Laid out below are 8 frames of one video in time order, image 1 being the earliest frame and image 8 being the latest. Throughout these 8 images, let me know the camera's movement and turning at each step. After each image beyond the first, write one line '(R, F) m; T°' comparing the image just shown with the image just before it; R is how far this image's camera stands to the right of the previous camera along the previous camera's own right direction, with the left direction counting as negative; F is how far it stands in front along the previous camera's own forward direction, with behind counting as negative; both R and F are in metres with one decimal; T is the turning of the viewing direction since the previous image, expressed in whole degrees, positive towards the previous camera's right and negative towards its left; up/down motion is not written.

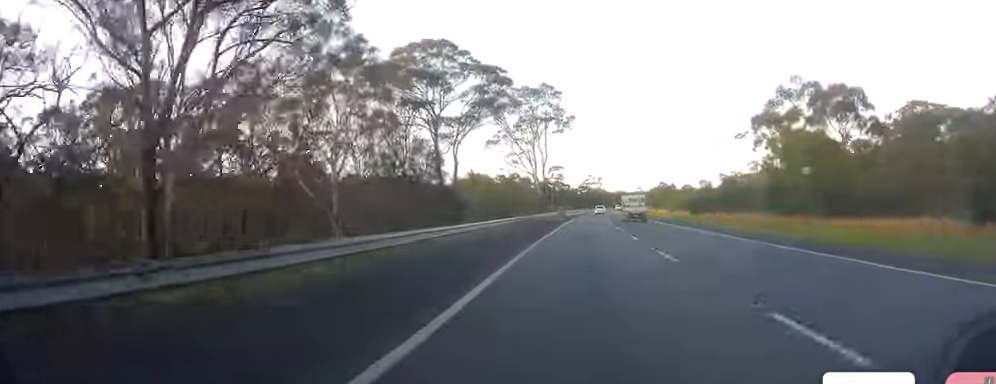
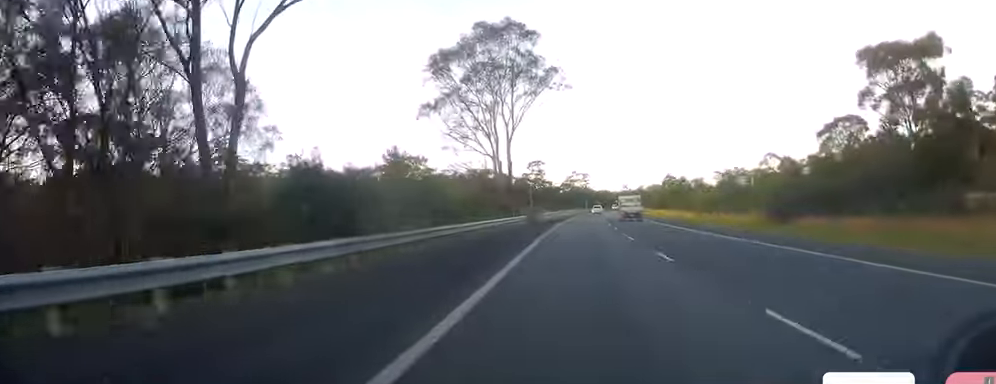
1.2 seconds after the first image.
(+0.5, +35.6) m; +2°
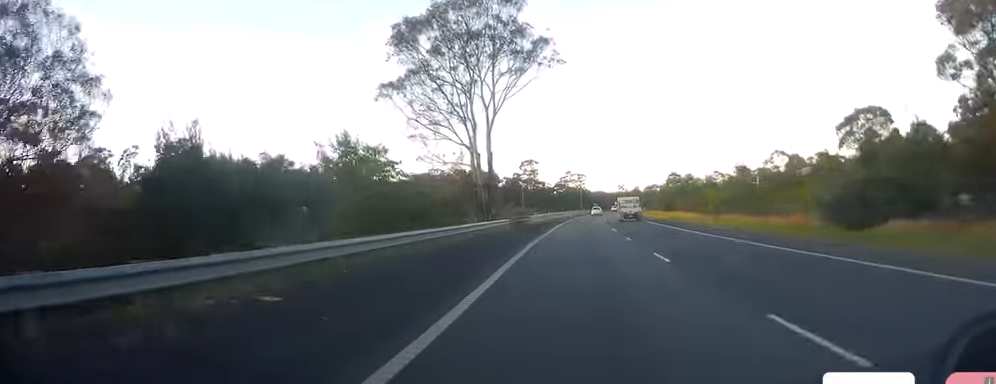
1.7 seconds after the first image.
(+0.1, +12.5) m; +1°
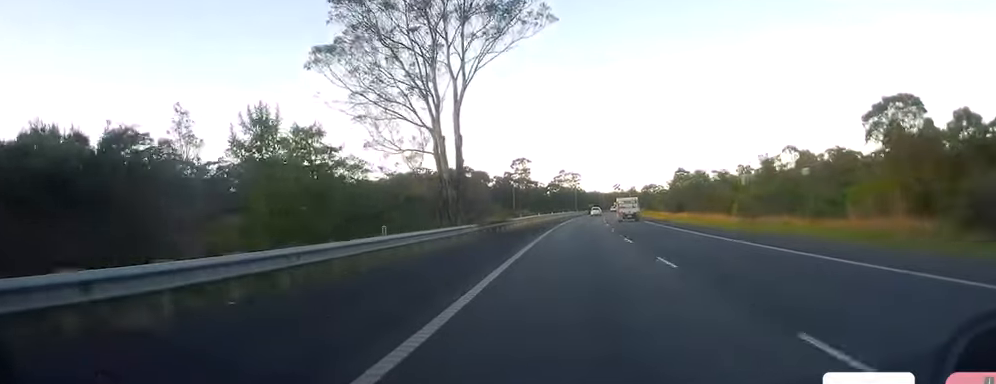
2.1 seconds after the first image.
(0.0, +13.5) m; +1°
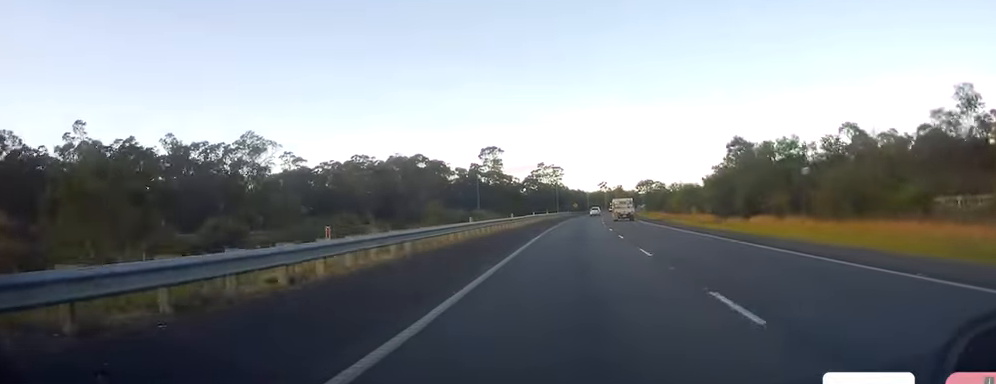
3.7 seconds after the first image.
(+0.3, +43.9) m; 0°
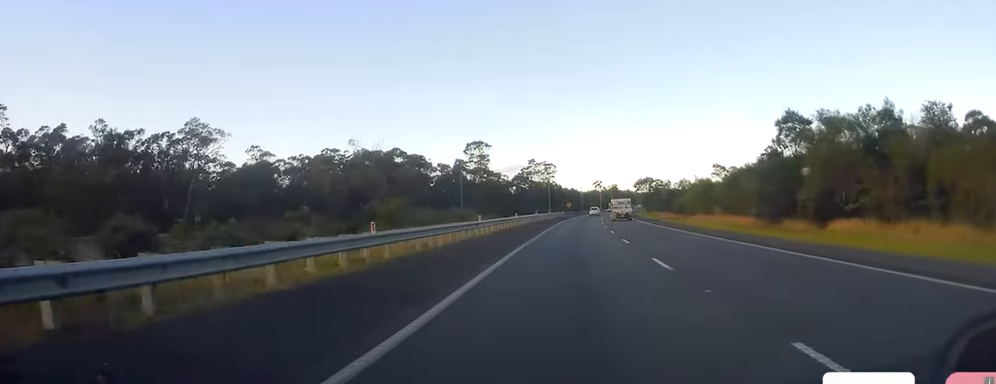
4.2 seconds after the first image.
(-0.1, +16.2) m; 0°
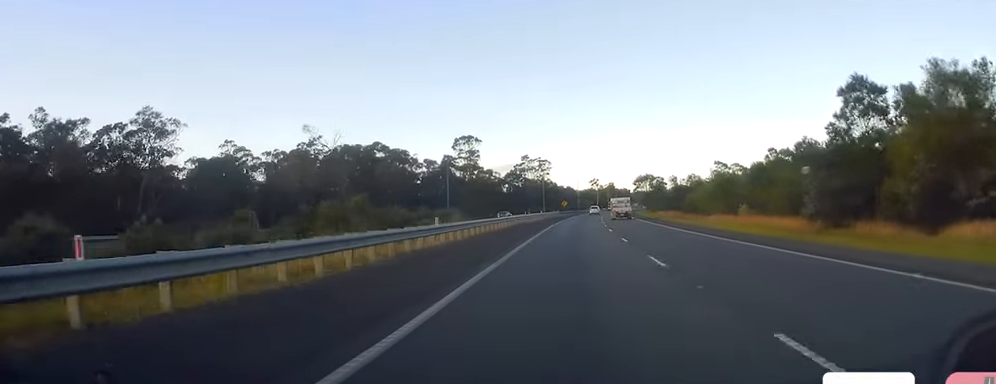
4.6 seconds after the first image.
(+0.1, +11.5) m; +1°
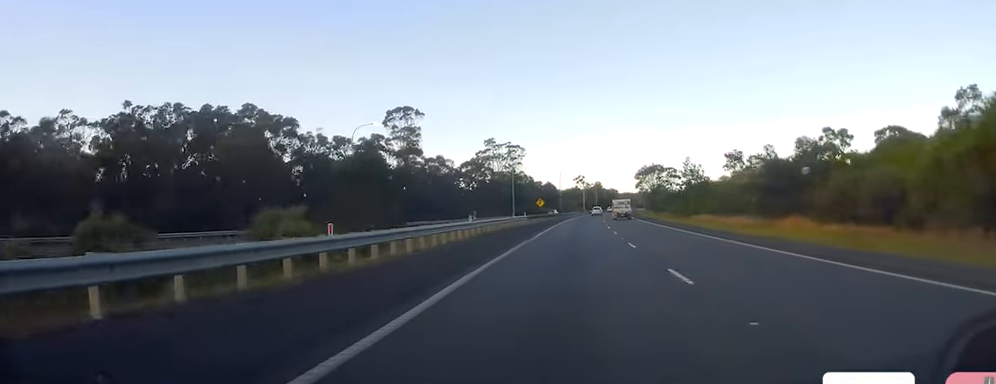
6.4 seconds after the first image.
(+1.4, +51.7) m; +2°
